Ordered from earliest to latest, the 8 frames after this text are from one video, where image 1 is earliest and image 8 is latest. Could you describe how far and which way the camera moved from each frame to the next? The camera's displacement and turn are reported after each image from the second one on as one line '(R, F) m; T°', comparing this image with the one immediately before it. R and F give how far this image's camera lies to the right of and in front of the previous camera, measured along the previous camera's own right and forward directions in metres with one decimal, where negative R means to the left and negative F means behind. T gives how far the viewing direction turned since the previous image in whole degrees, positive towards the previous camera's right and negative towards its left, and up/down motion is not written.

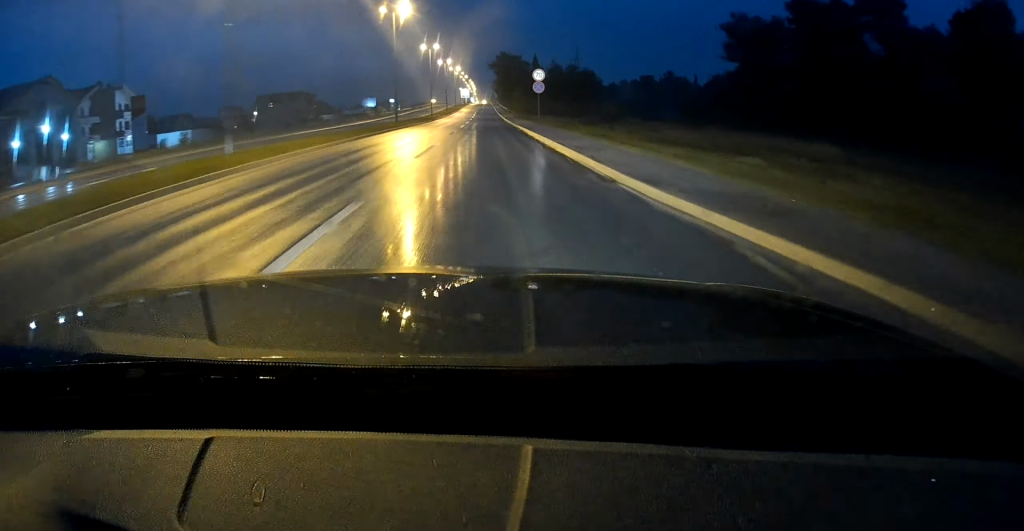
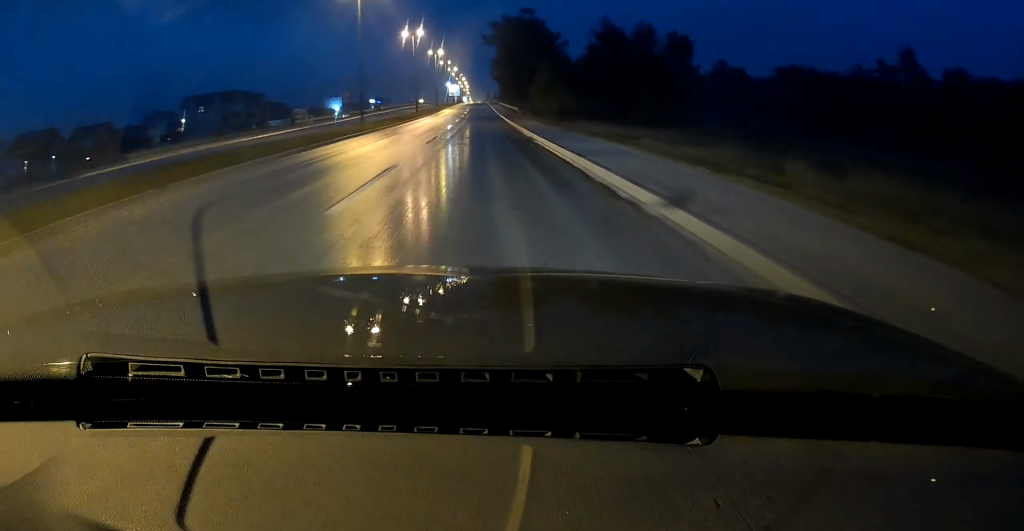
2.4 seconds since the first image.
(+0.1, +50.7) m; 0°
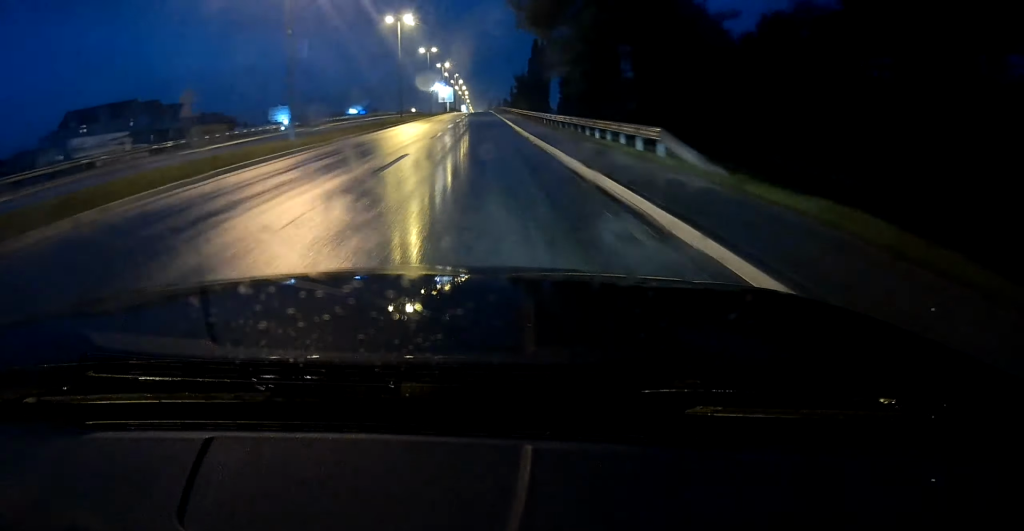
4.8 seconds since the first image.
(0.0, +53.5) m; 0°
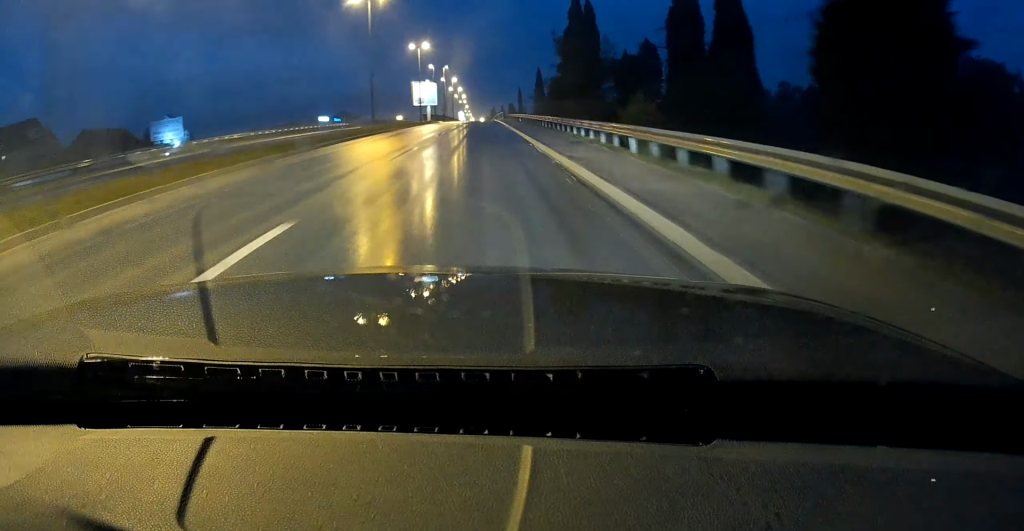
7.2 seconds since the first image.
(-0.1, +53.6) m; 0°
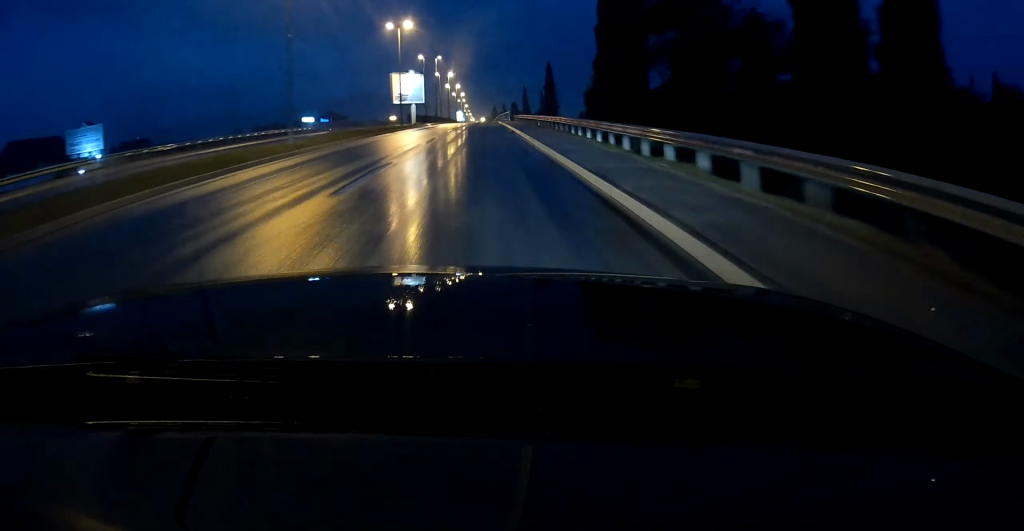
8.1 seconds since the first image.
(-0.1, +20.7) m; 0°
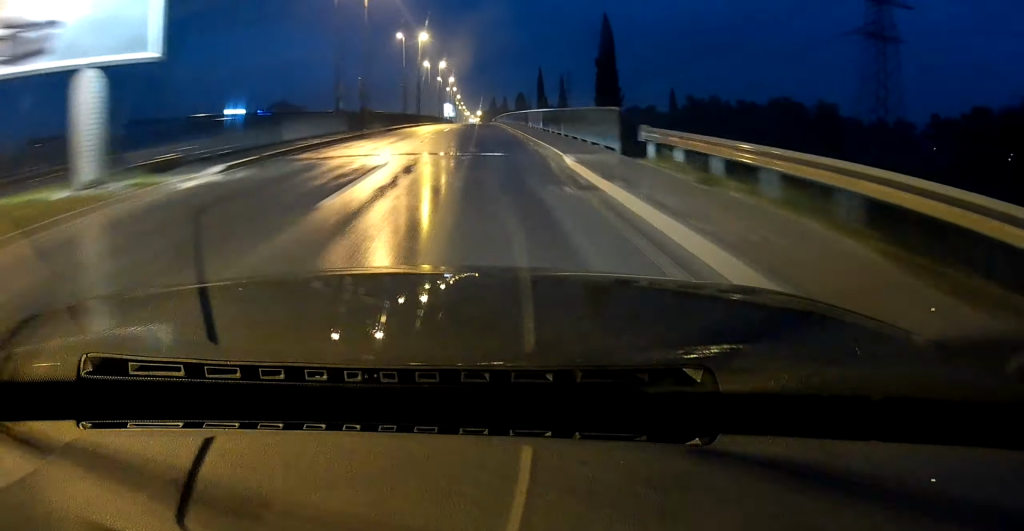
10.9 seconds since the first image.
(+0.1, +60.4) m; 0°
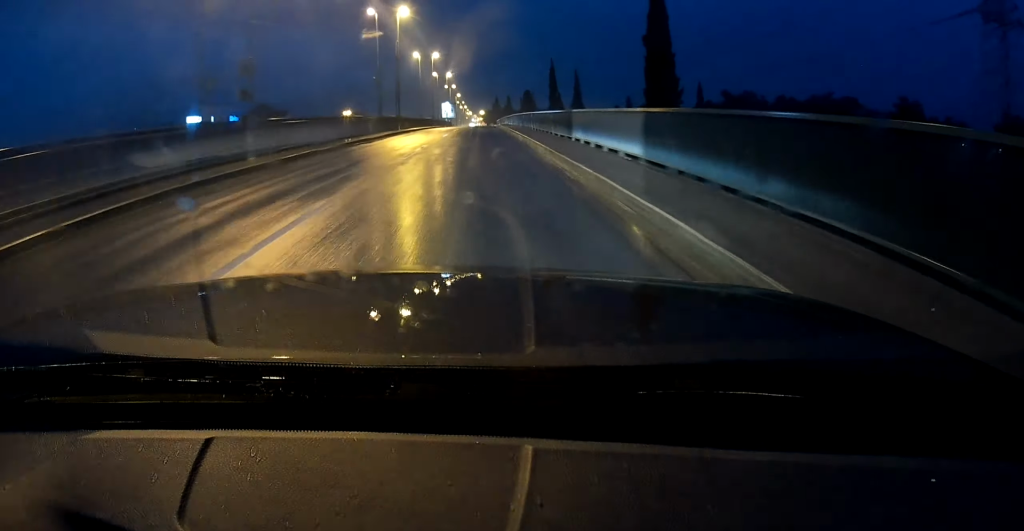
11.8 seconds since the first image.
(0.0, +20.5) m; 0°
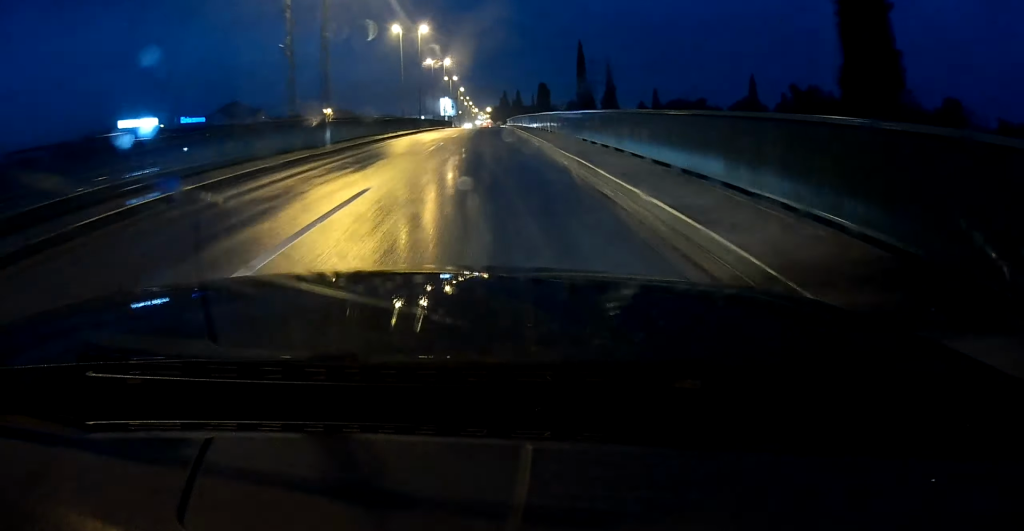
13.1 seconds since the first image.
(0.0, +27.8) m; 0°
